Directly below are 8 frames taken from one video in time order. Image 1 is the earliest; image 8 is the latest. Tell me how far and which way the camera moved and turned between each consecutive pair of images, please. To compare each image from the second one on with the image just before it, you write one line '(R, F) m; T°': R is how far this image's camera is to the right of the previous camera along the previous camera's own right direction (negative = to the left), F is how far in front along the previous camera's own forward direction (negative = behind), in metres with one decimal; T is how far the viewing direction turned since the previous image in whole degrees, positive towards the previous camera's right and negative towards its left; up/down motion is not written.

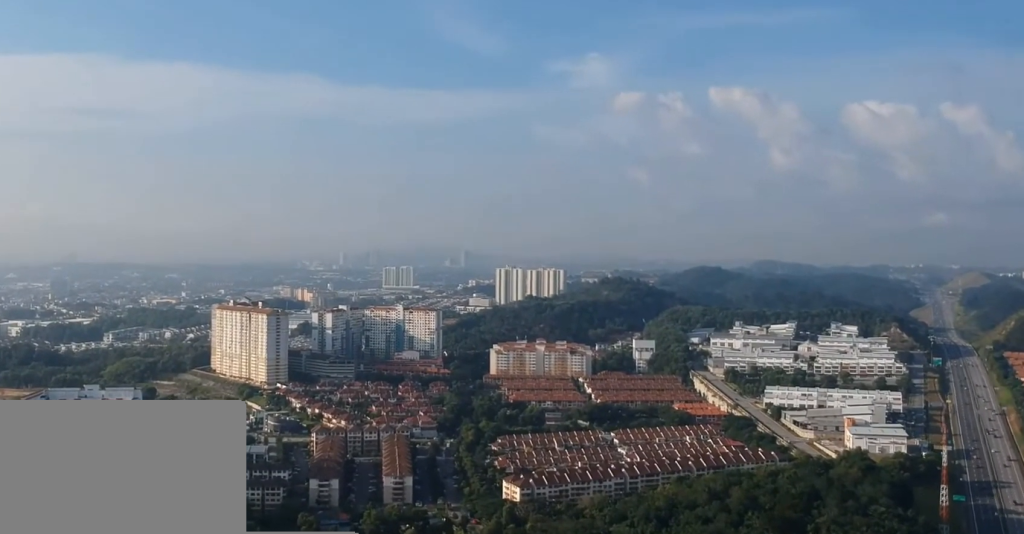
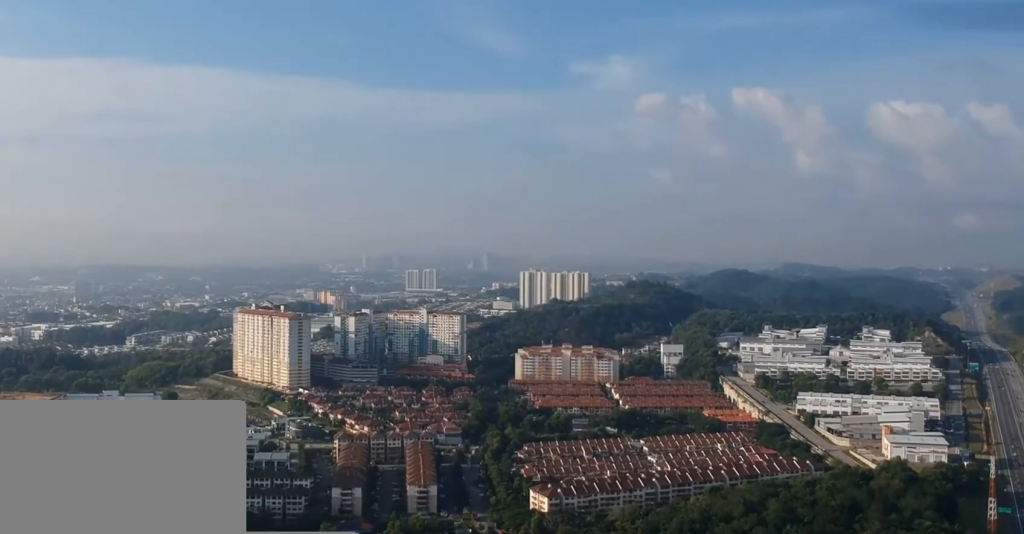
(0.0, +15.4) m; 0°
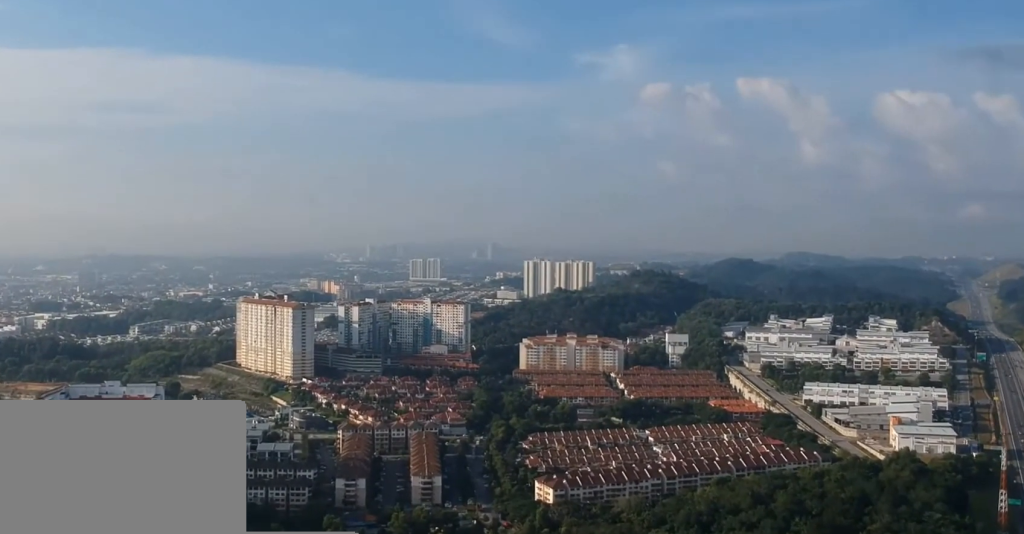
(0.0, +5.8) m; 0°
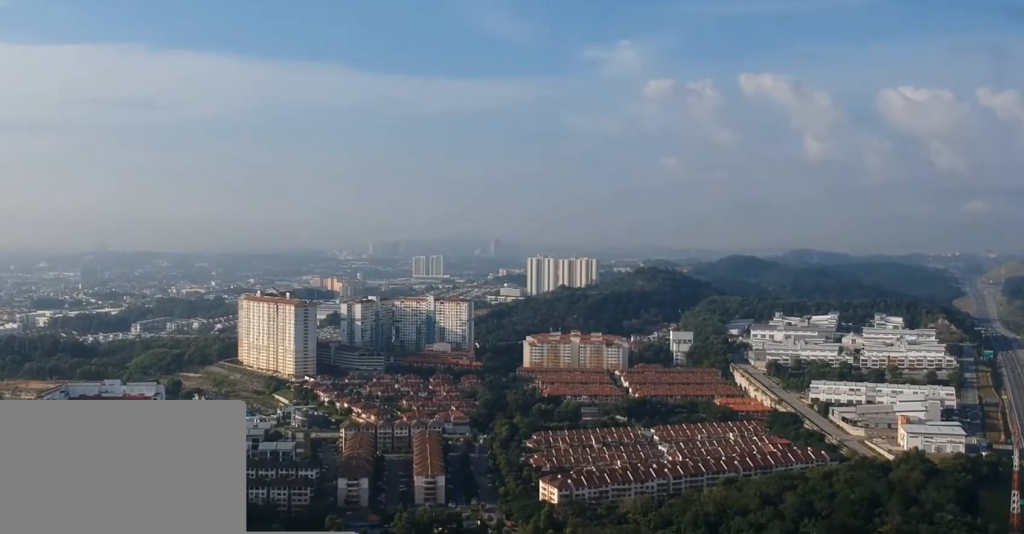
(0.0, +6.9) m; 0°
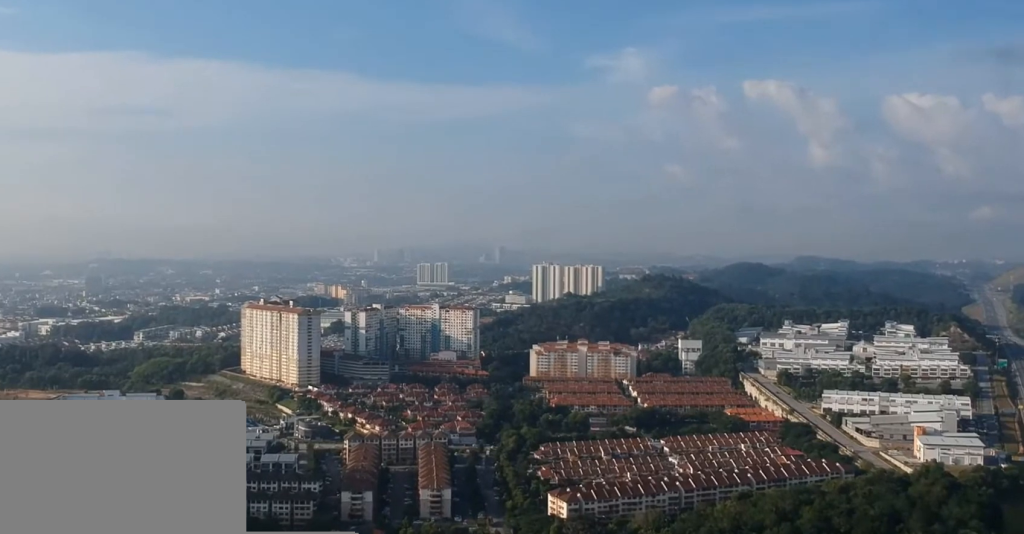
(-0.1, +13.2) m; 0°
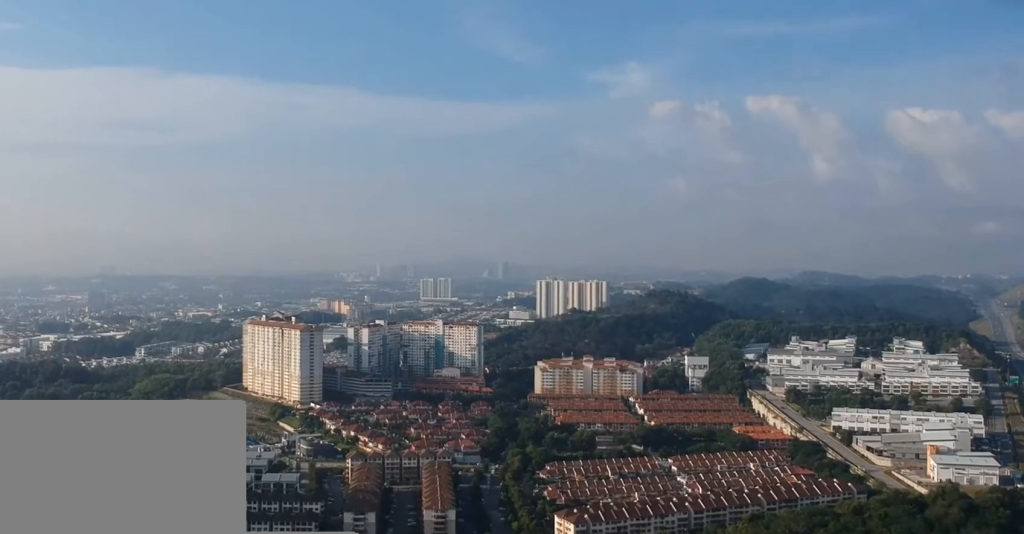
(0.0, +10.0) m; 0°
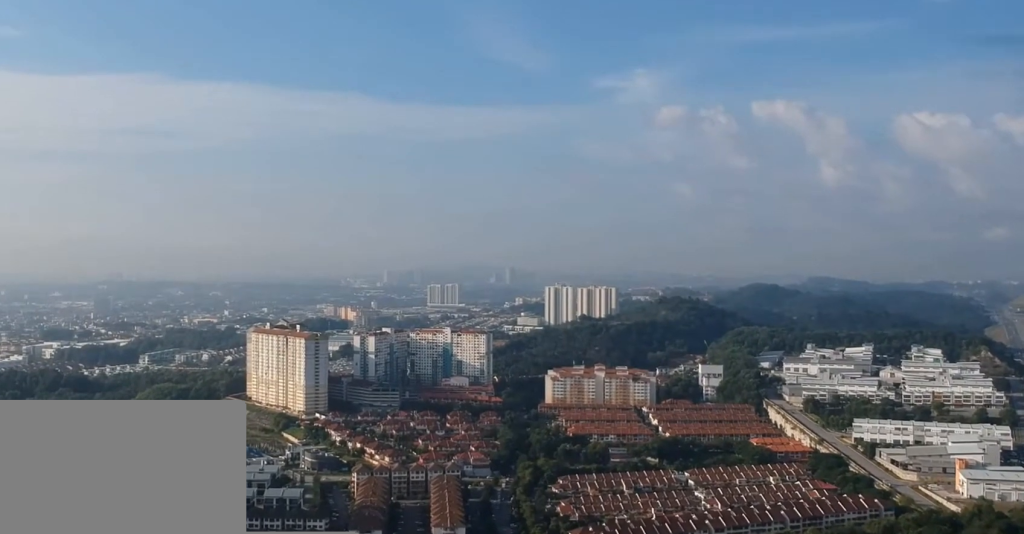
(-0.1, +23.2) m; 0°
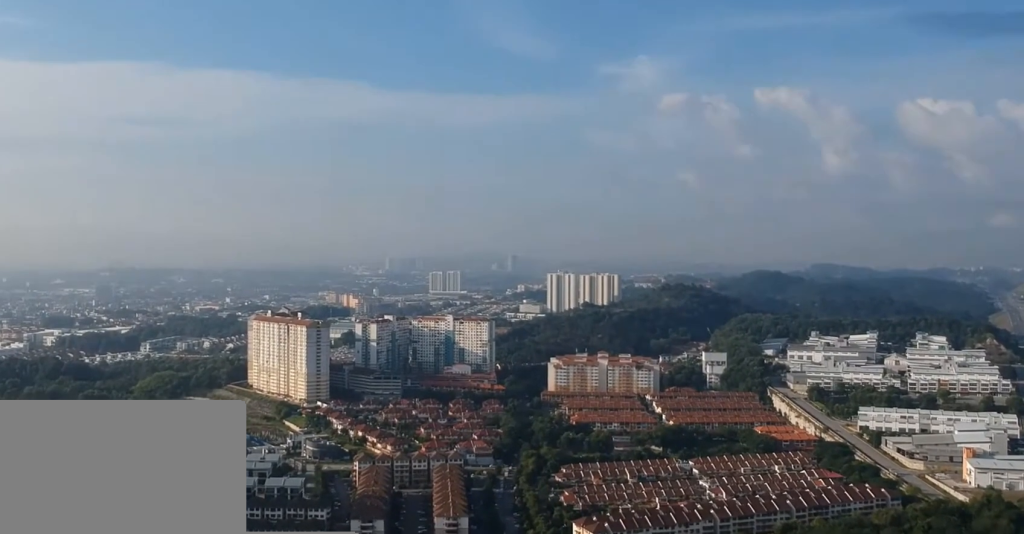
(0.0, +6.3) m; 0°
